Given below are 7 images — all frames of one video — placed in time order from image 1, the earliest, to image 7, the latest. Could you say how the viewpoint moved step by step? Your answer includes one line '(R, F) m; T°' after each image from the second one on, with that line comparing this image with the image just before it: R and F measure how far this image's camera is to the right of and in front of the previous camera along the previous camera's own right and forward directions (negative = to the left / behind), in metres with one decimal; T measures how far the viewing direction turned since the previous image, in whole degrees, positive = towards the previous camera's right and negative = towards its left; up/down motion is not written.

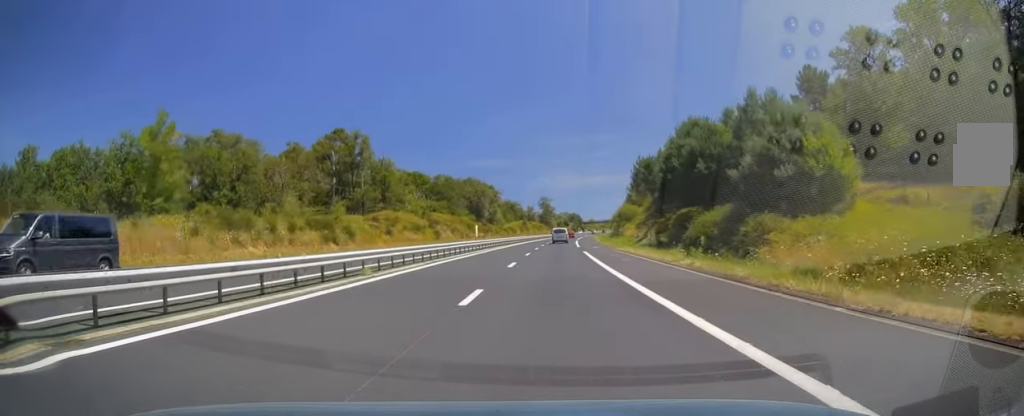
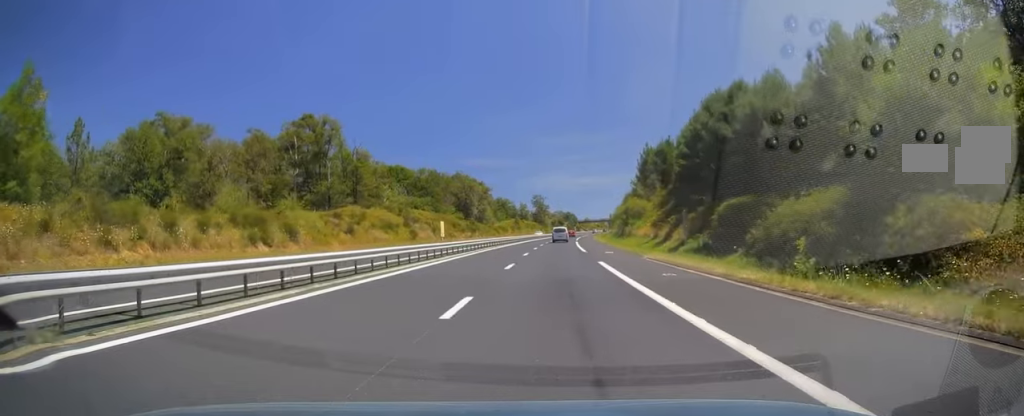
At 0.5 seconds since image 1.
(+0.2, +14.7) m; +1°
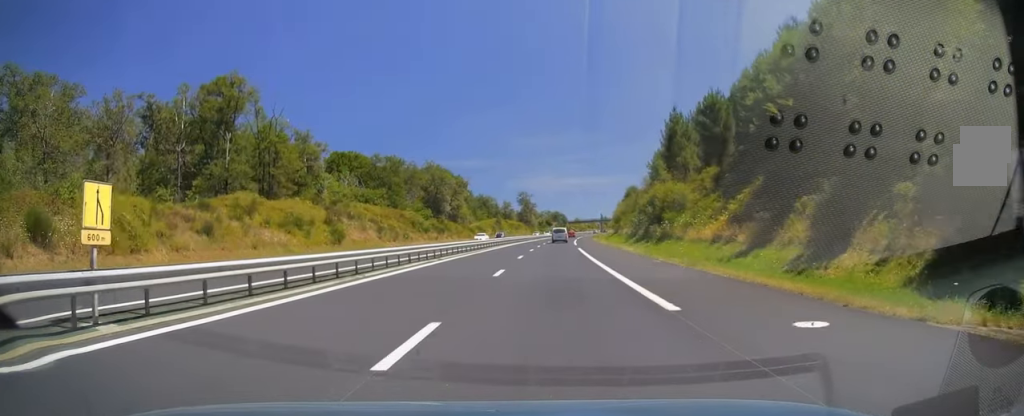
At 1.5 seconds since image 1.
(+0.5, +29.4) m; +1°
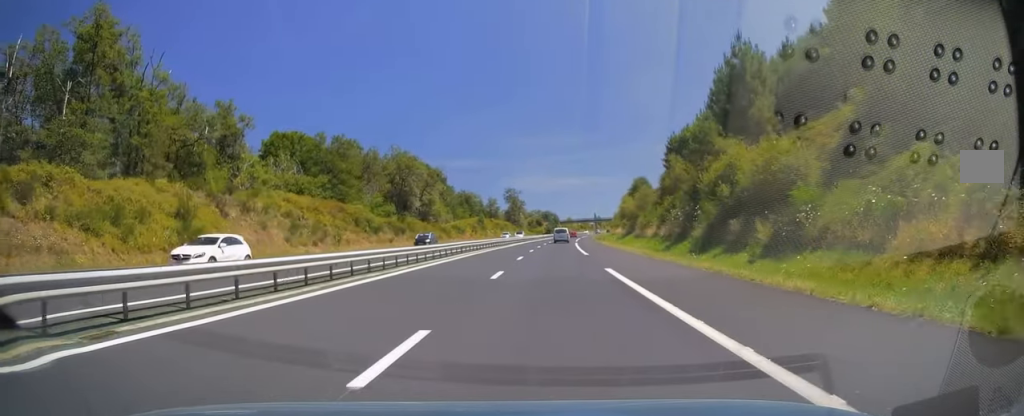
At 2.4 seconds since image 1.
(+0.2, +26.5) m; +1°
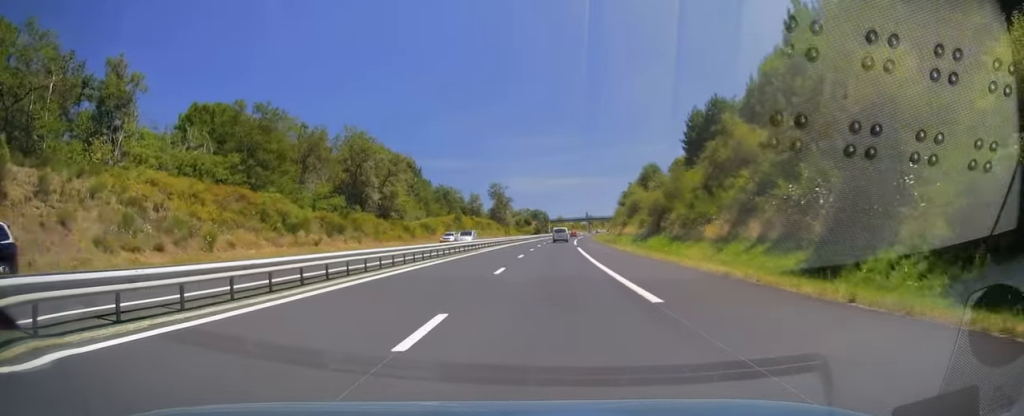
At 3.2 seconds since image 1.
(+0.1, +24.1) m; +1°
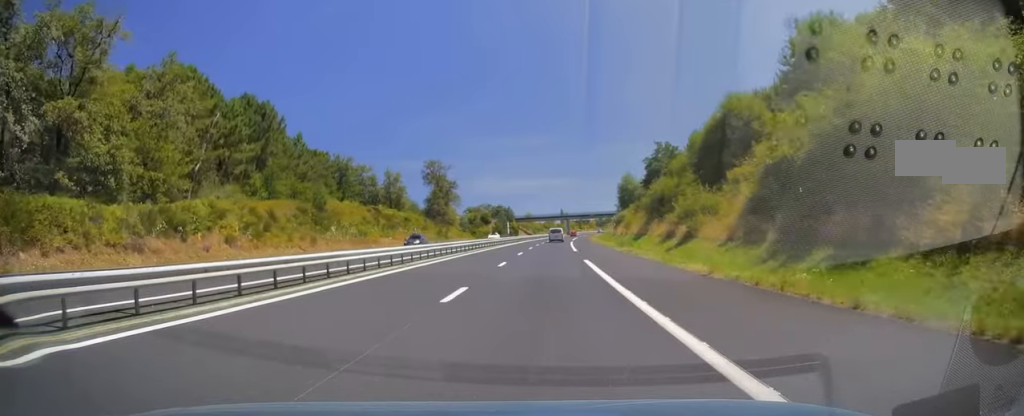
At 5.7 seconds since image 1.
(+2.2, +72.7) m; +2°
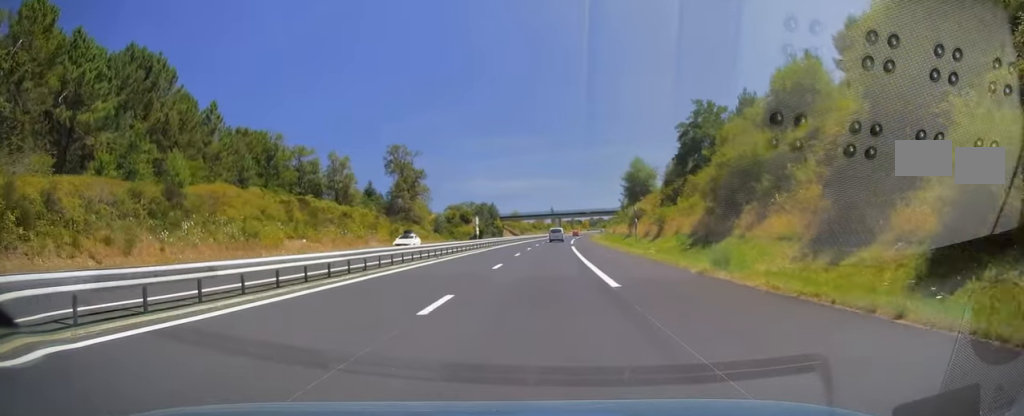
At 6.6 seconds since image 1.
(+0.1, +27.4) m; +1°
